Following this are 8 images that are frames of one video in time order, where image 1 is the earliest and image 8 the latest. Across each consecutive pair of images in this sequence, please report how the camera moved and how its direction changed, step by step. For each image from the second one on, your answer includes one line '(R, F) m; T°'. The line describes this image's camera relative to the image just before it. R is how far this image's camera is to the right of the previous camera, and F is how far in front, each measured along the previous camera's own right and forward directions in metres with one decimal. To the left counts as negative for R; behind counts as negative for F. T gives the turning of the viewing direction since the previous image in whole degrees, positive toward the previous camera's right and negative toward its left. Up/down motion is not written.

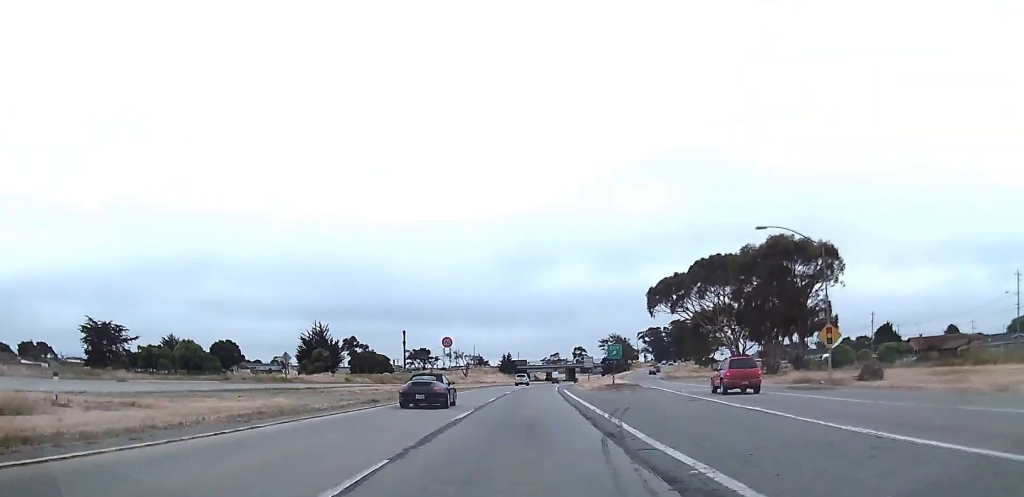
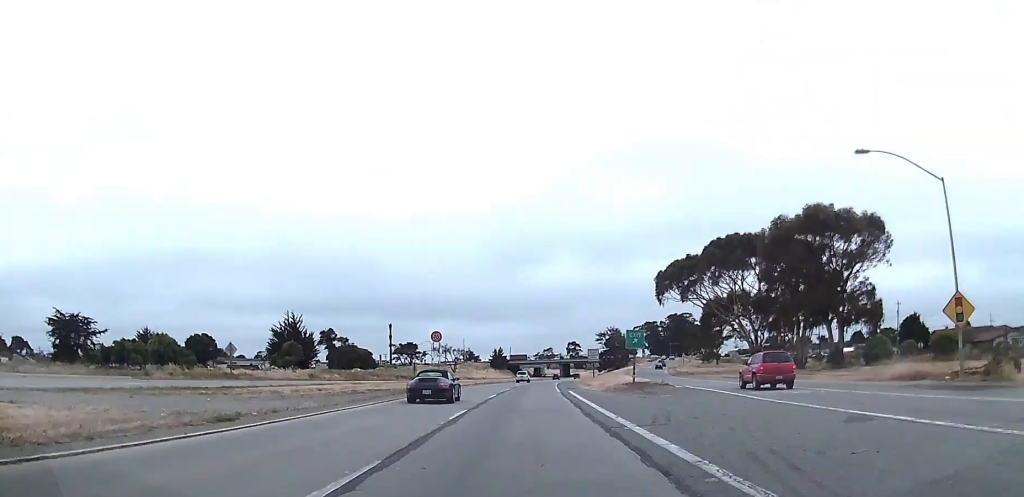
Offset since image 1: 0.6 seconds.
(-0.1, +15.2) m; +1°
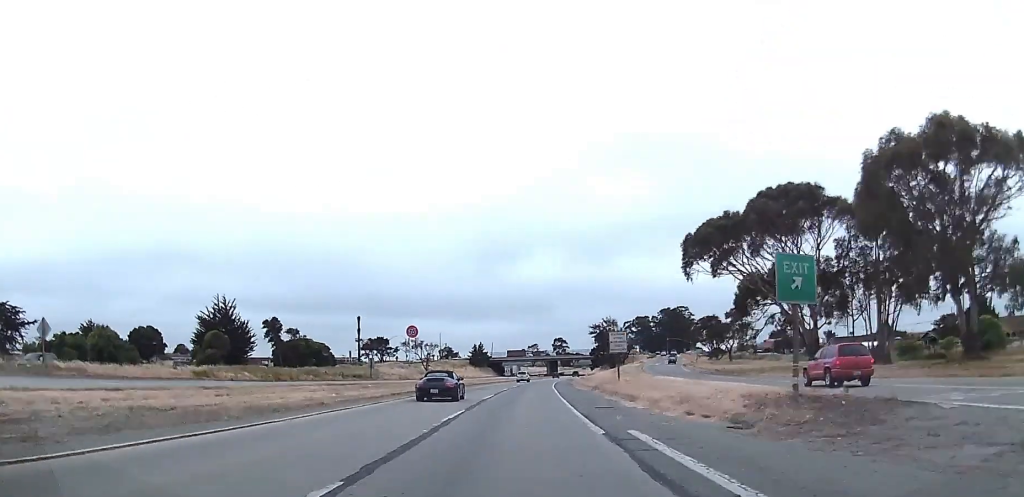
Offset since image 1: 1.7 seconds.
(+0.8, +29.9) m; +1°
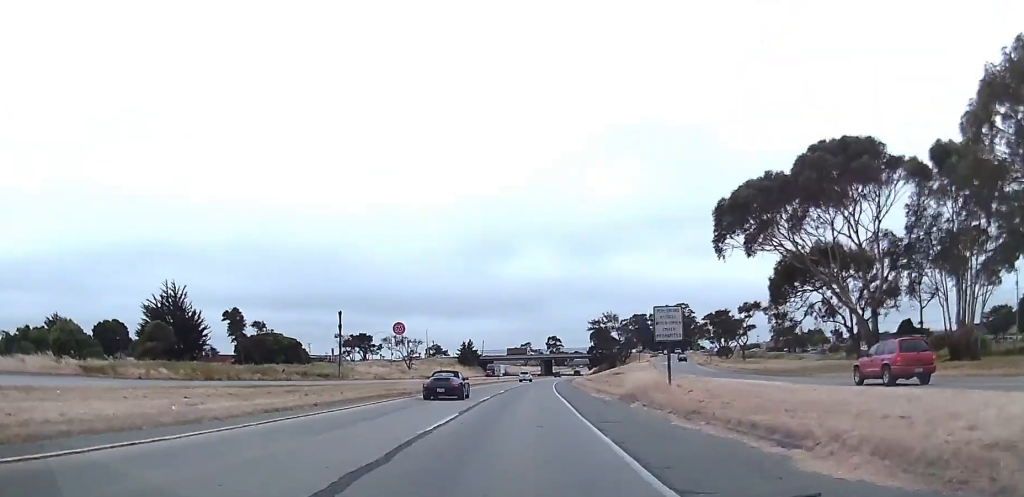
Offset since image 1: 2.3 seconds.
(-0.3, +17.3) m; +1°
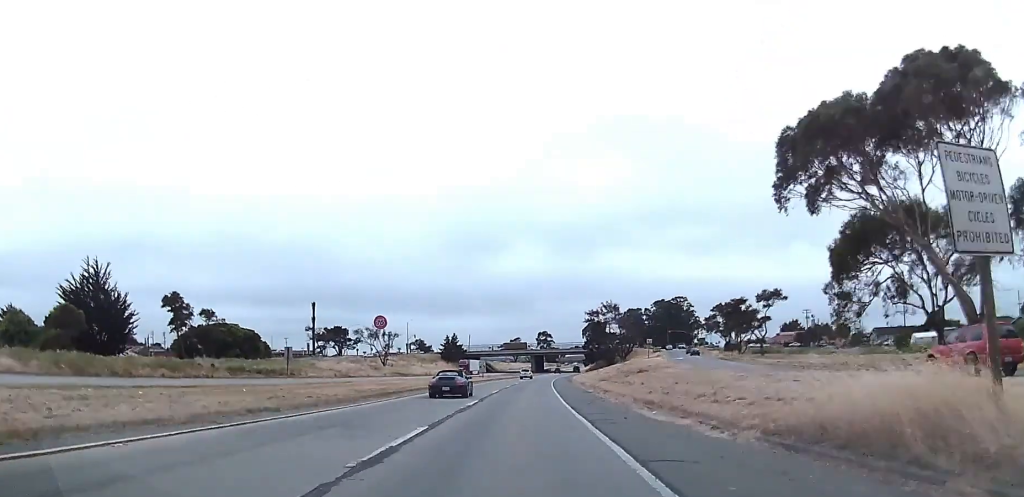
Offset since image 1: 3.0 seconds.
(+0.4, +20.2) m; +2°
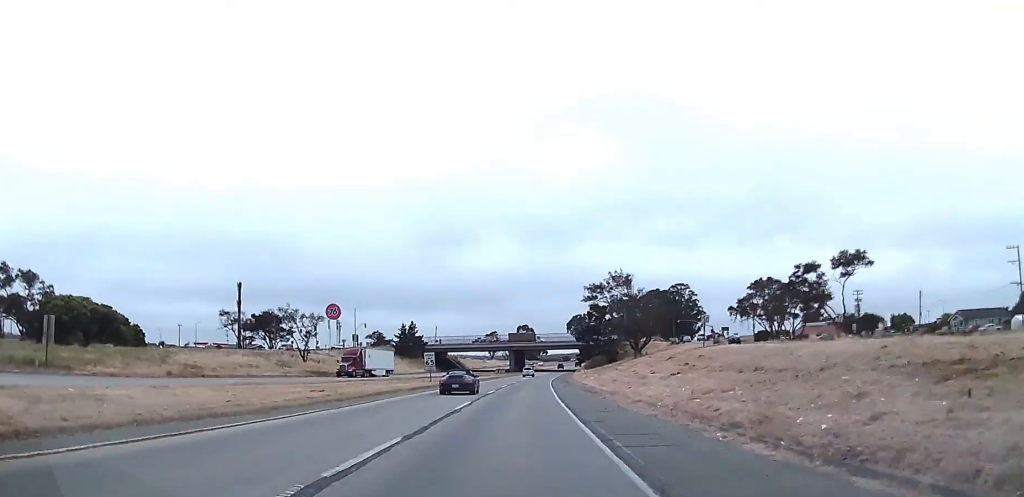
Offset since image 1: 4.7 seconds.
(+0.9, +46.5) m; +1°
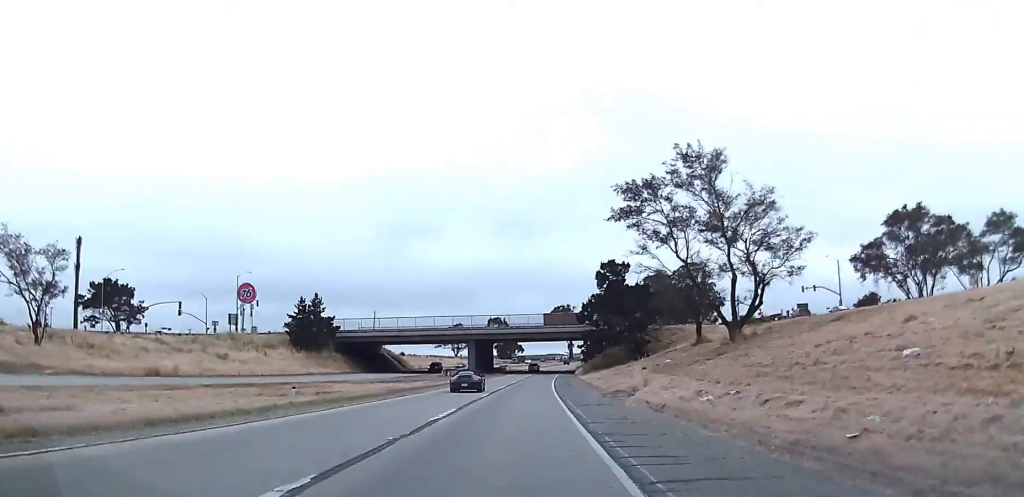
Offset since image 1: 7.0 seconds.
(+0.8, +64.6) m; +2°
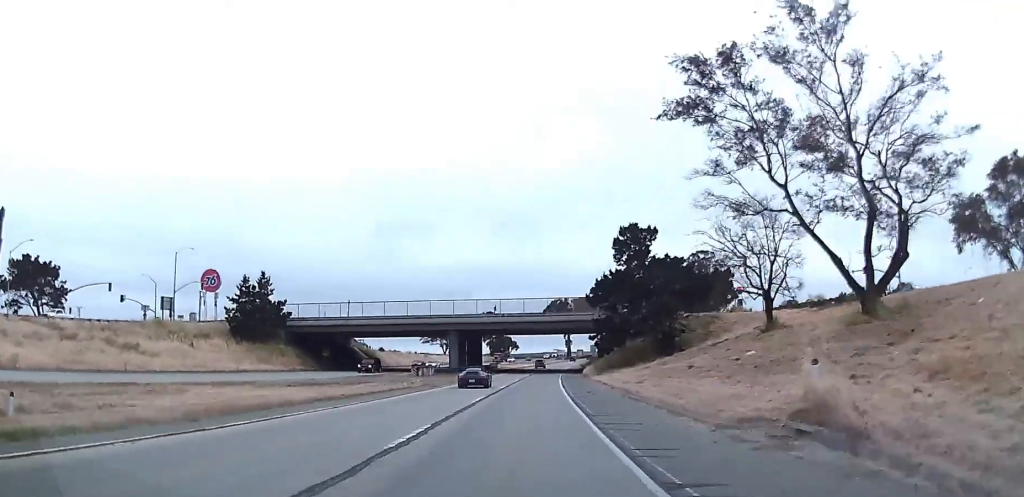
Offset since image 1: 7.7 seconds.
(+0.1, +22.0) m; +1°
